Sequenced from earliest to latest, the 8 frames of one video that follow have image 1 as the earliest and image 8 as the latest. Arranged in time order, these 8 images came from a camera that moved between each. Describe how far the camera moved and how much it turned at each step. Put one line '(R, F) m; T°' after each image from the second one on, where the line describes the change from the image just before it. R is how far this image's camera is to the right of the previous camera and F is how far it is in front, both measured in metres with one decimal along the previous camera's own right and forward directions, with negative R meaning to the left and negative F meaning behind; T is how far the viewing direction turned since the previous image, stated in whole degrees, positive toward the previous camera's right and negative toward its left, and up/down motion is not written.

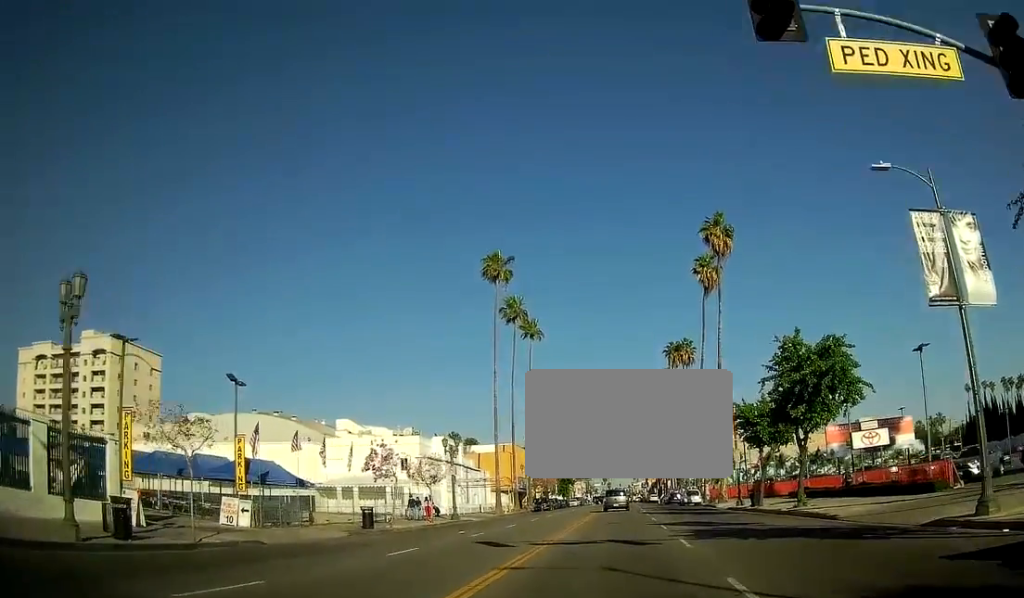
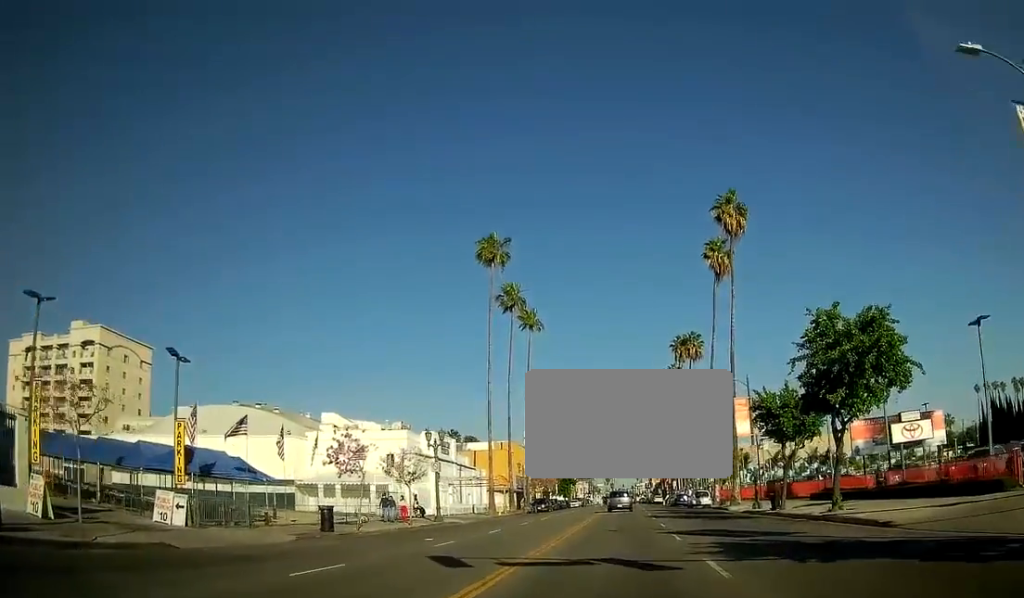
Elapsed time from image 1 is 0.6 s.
(0.0, +5.1) m; 0°
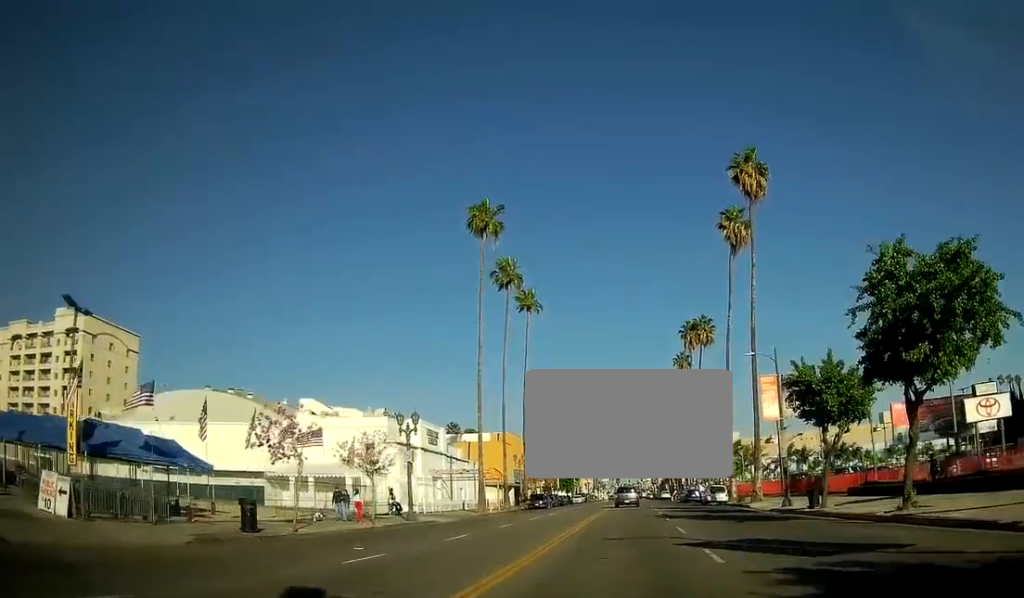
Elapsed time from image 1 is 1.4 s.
(0.0, +7.4) m; -1°
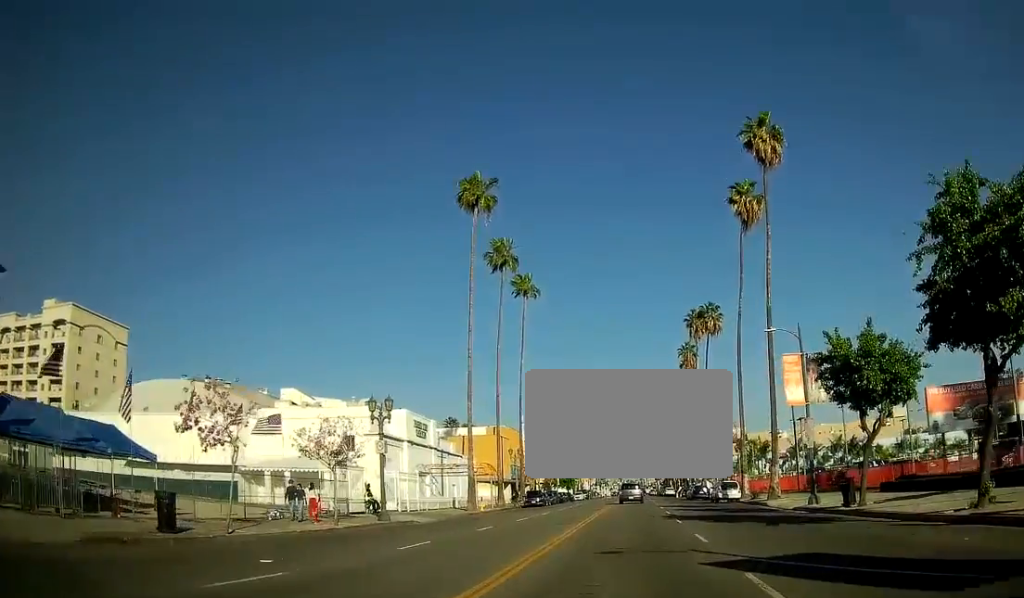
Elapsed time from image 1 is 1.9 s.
(-0.1, +5.3) m; 0°
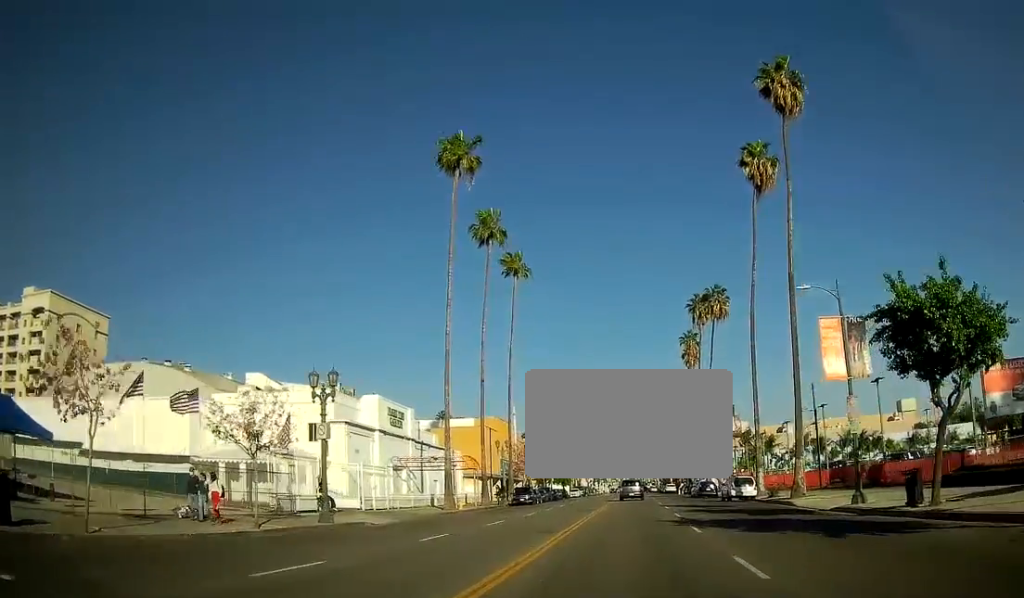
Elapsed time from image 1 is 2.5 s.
(-0.1, +6.5) m; 0°
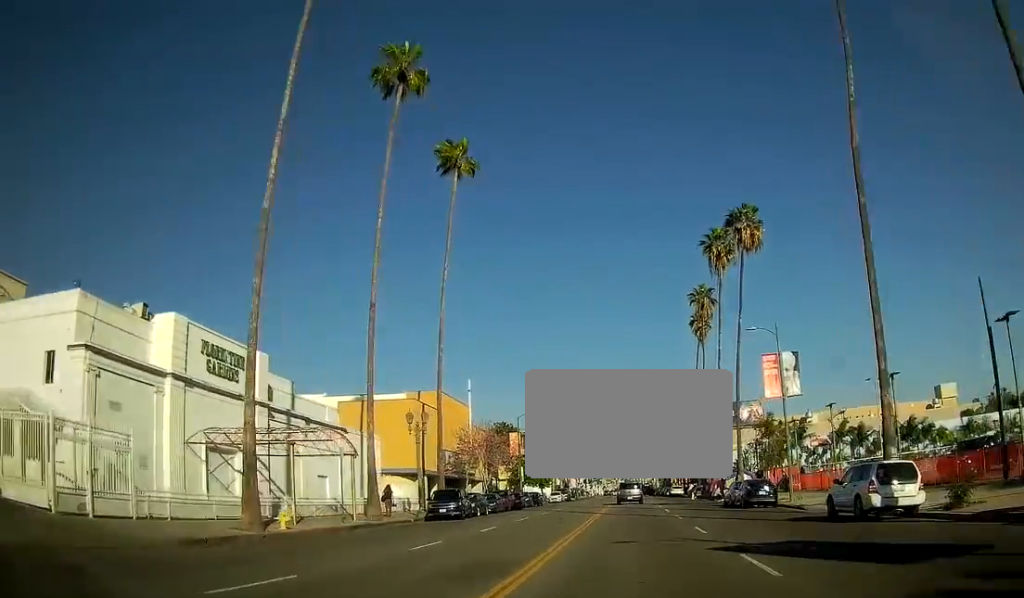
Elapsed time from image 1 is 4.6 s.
(-0.1, +26.8) m; 0°
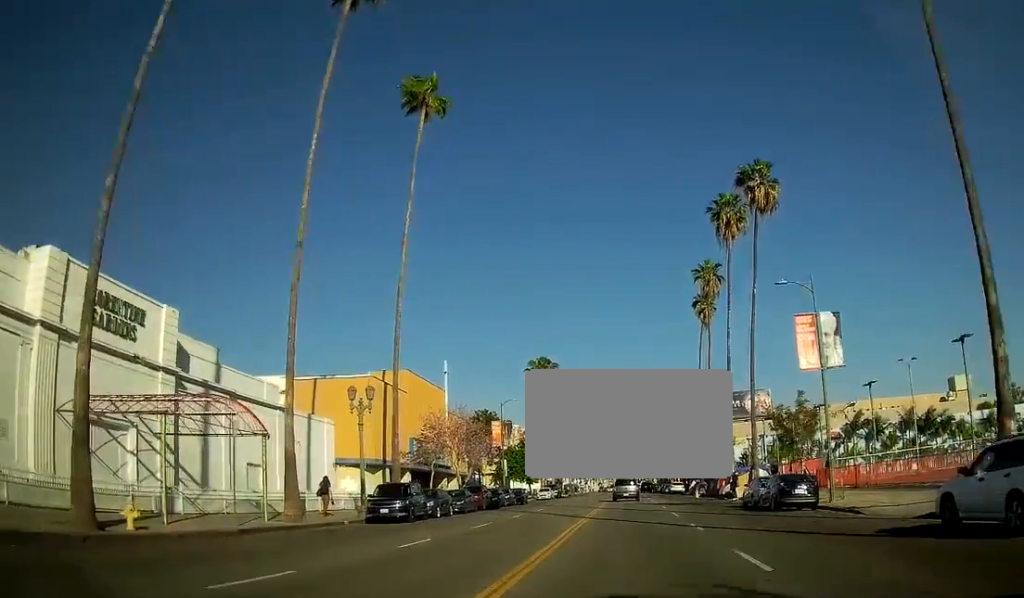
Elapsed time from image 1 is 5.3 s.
(+0.2, +8.8) m; +1°
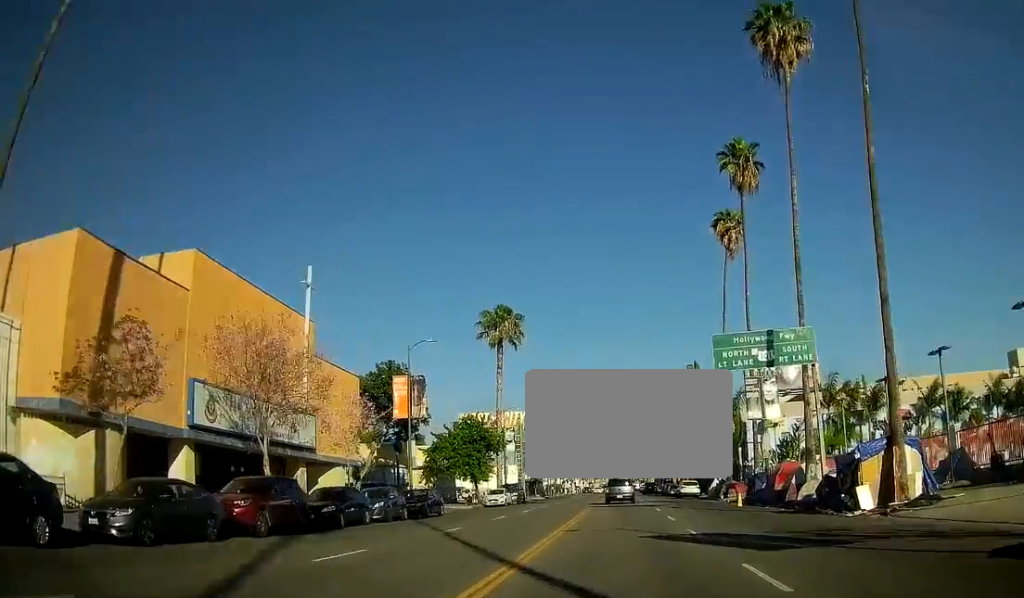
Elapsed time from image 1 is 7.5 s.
(+0.1, +28.9) m; 0°
